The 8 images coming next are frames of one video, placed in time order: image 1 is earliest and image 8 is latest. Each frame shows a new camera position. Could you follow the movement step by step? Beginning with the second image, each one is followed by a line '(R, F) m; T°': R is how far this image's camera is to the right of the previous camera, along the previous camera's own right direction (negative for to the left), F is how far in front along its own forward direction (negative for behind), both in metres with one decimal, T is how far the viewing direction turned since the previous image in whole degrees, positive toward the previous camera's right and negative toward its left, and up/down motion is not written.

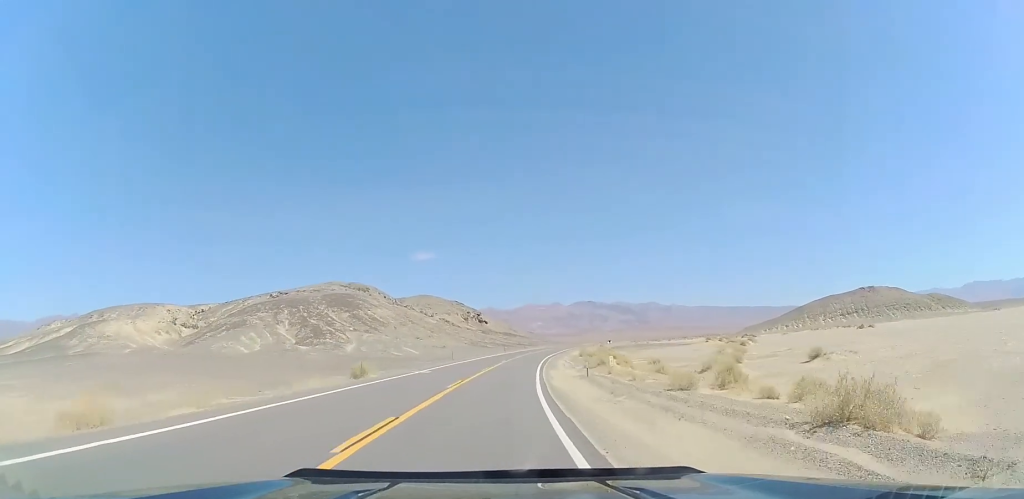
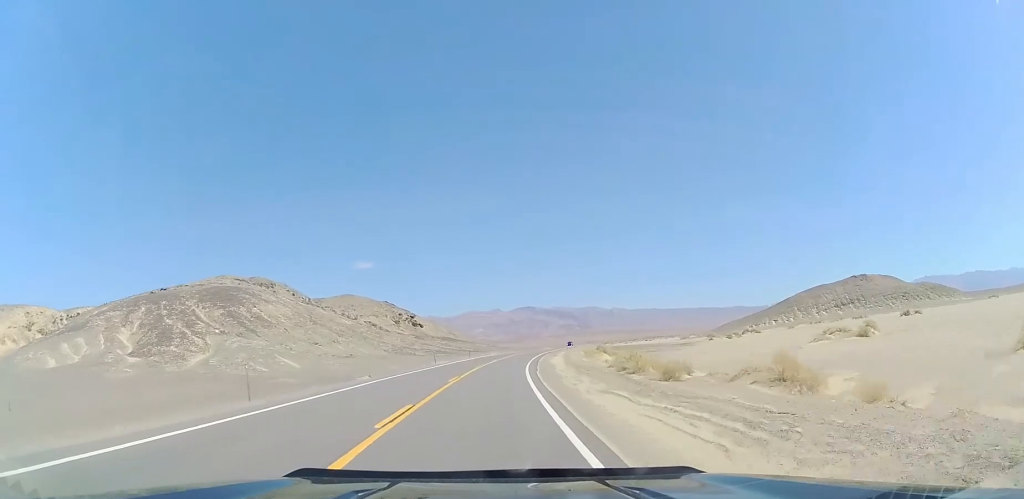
(+1.8, +40.0) m; +6°
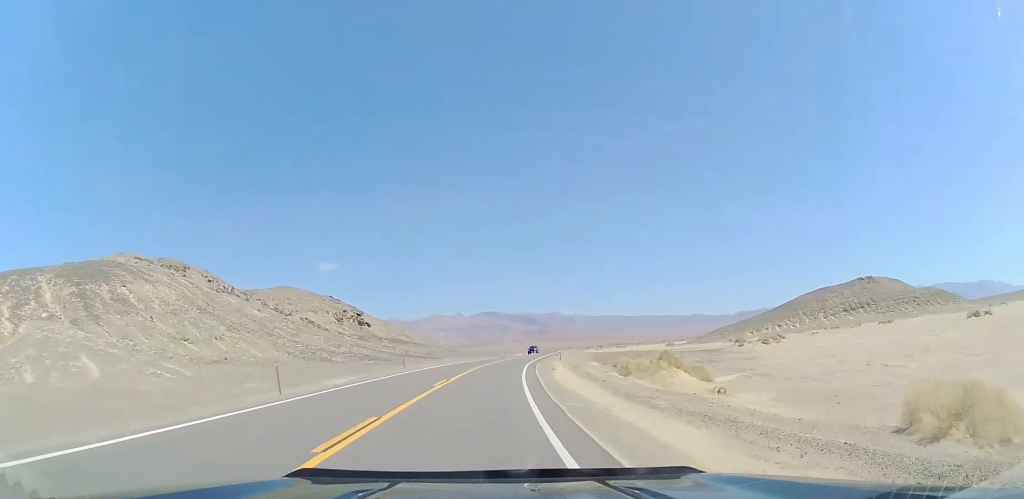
(+1.7, +31.8) m; +5°
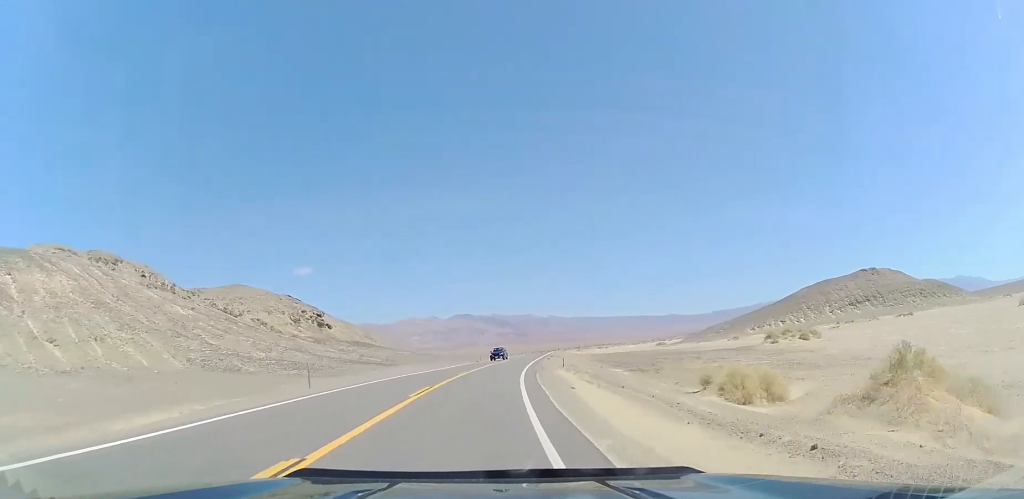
(+0.6, +19.1) m; +2°
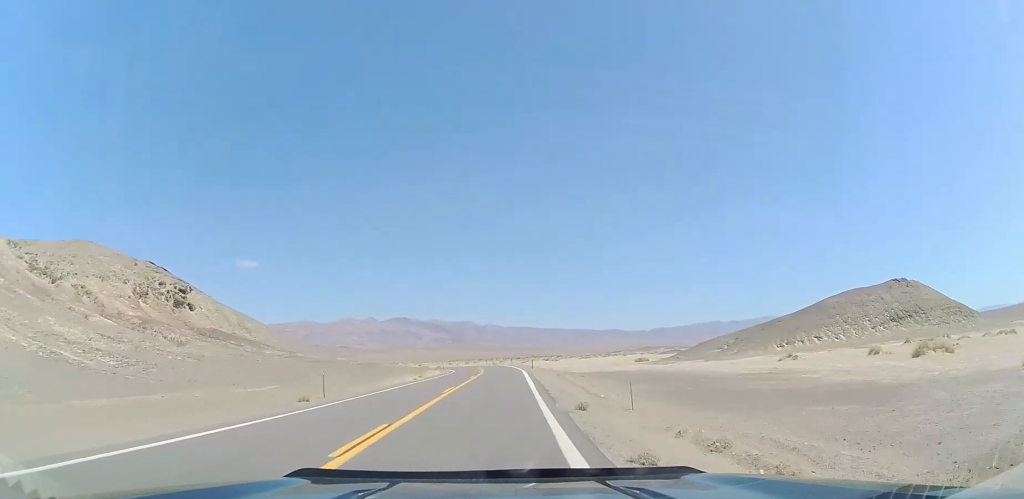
(+3.5, +53.0) m; +9°
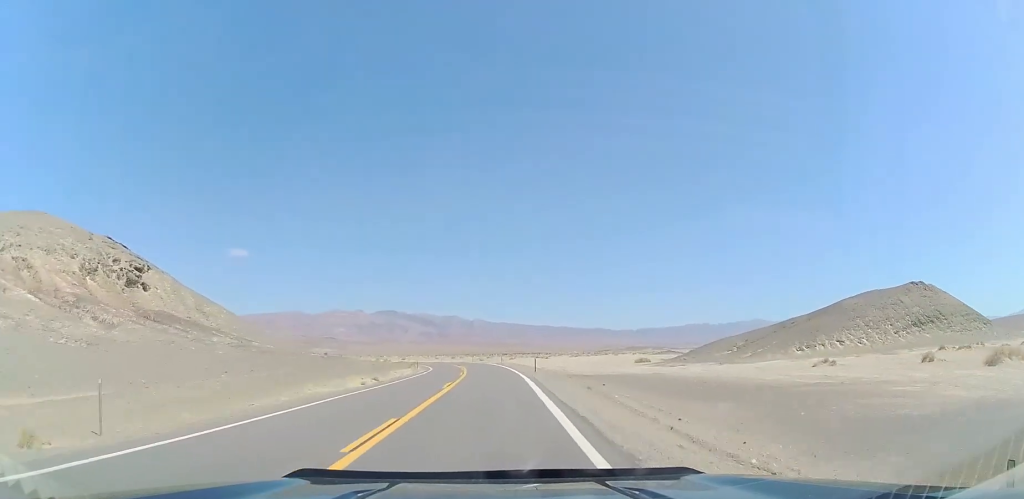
(+0.4, +14.3) m; +1°
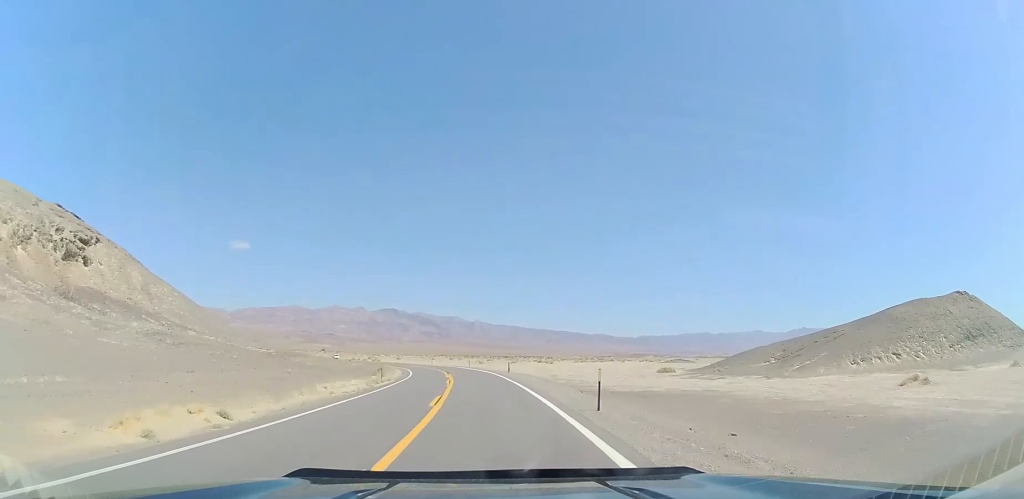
(+0.2, +20.7) m; +1°
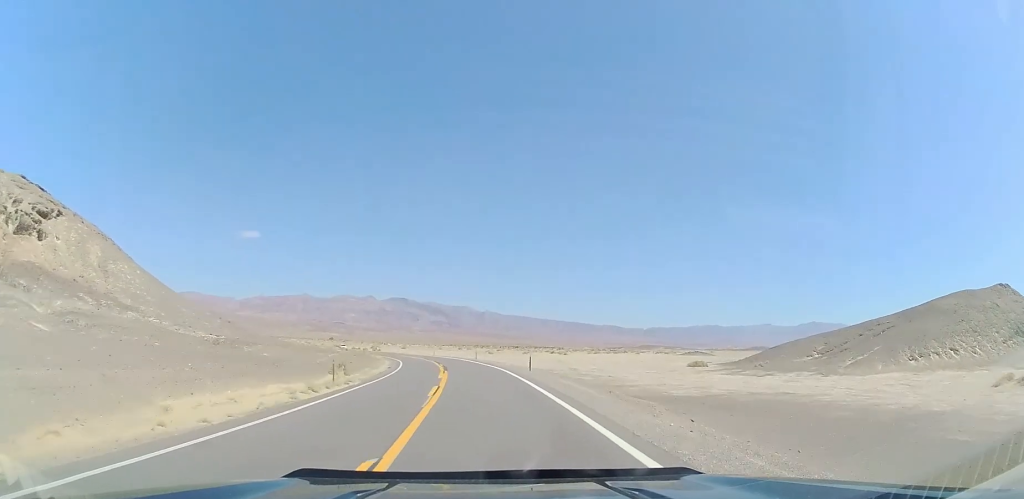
(0.0, +15.3) m; 0°
